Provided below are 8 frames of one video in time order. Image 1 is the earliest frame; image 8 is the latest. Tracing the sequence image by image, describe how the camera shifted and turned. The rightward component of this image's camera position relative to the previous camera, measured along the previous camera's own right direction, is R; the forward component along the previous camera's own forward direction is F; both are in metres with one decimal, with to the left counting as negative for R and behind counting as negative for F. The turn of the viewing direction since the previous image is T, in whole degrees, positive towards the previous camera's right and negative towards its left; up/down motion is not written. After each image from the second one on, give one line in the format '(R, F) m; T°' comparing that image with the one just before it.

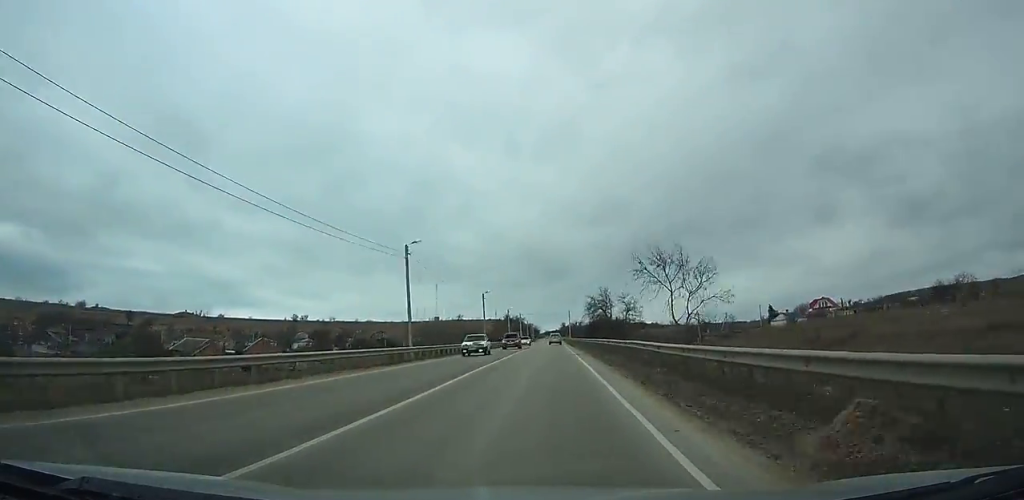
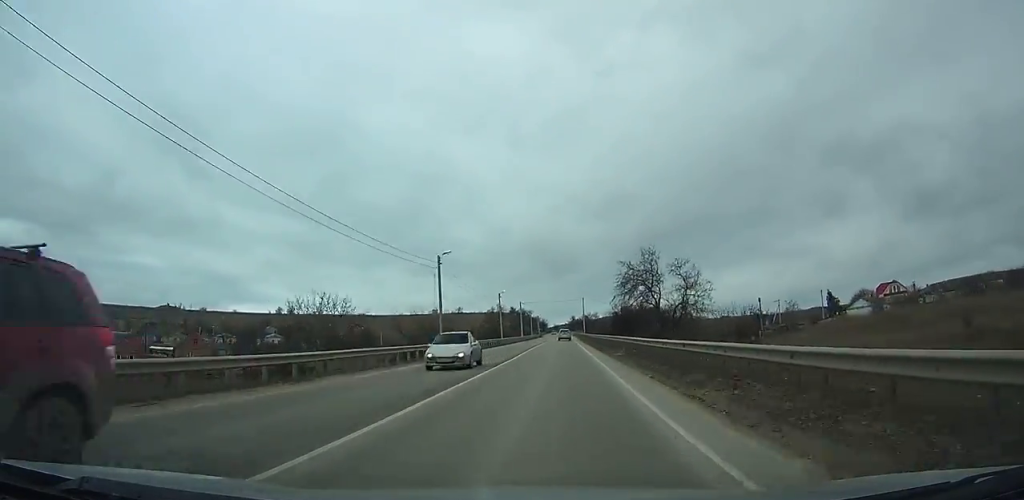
(-0.2, +34.9) m; 0°
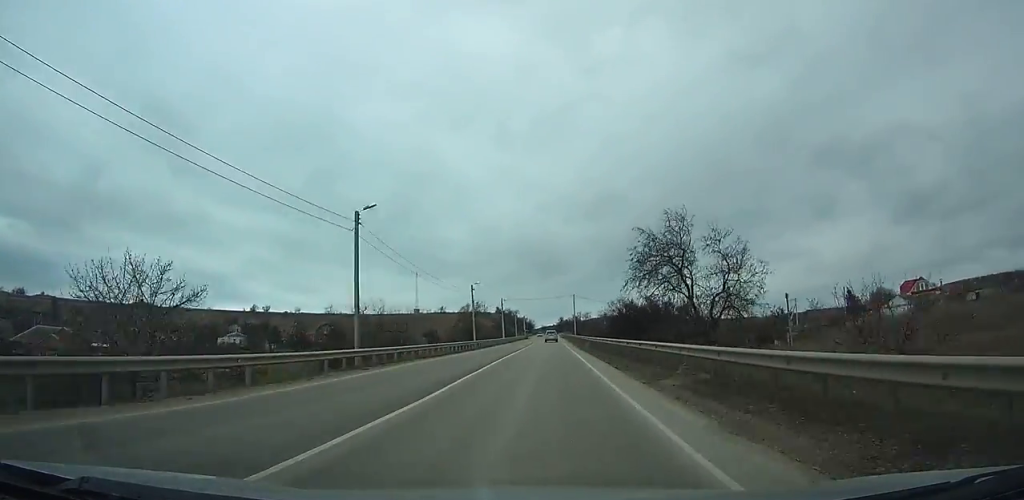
(+0.1, +16.6) m; 0°
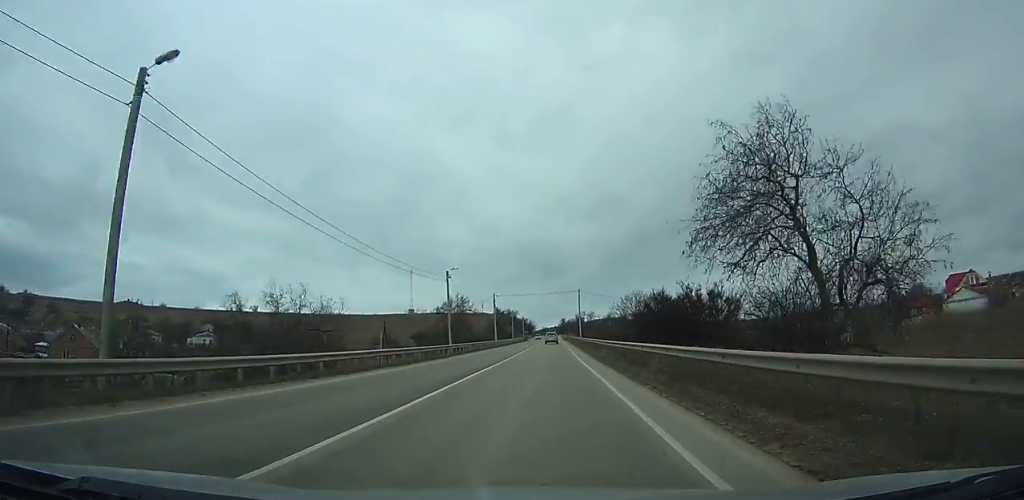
(0.0, +16.6) m; 0°
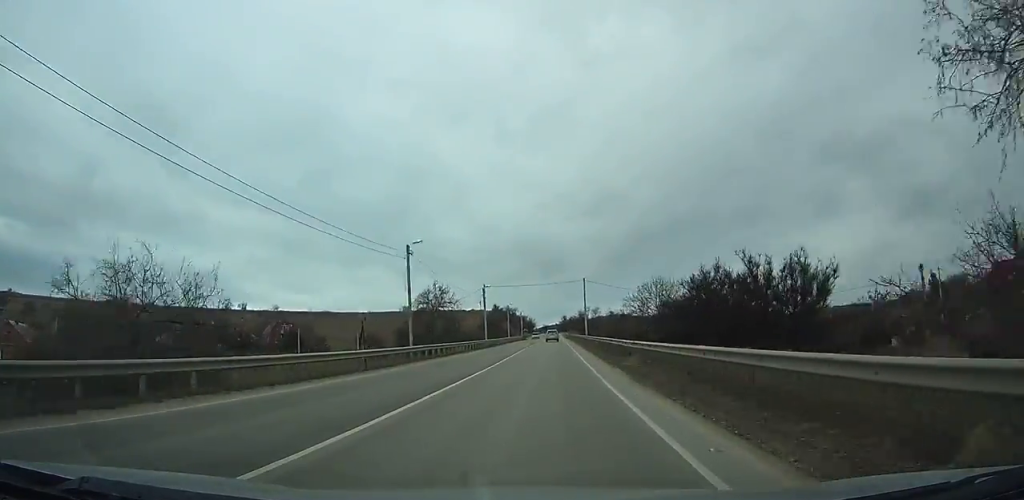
(0.0, +14.4) m; 0°
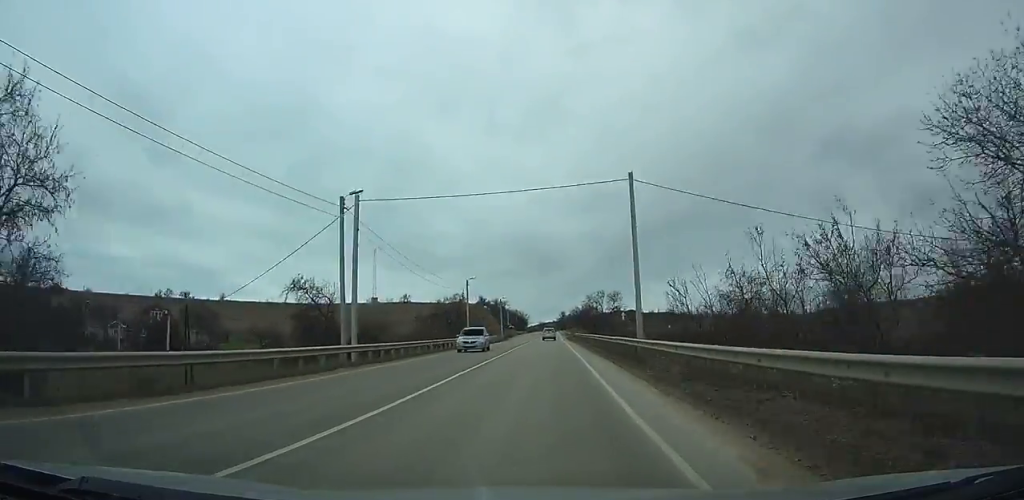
(+0.2, +50.8) m; 0°
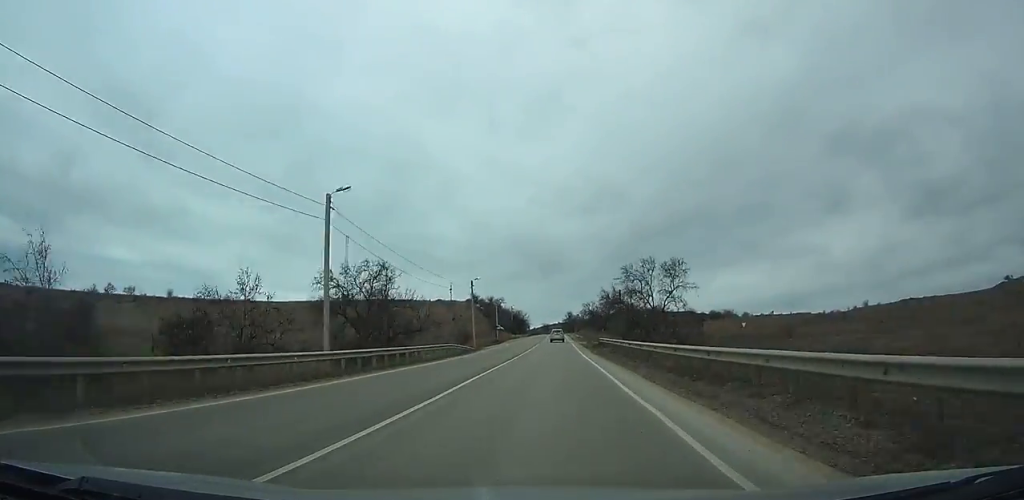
(+0.1, +42.4) m; 0°
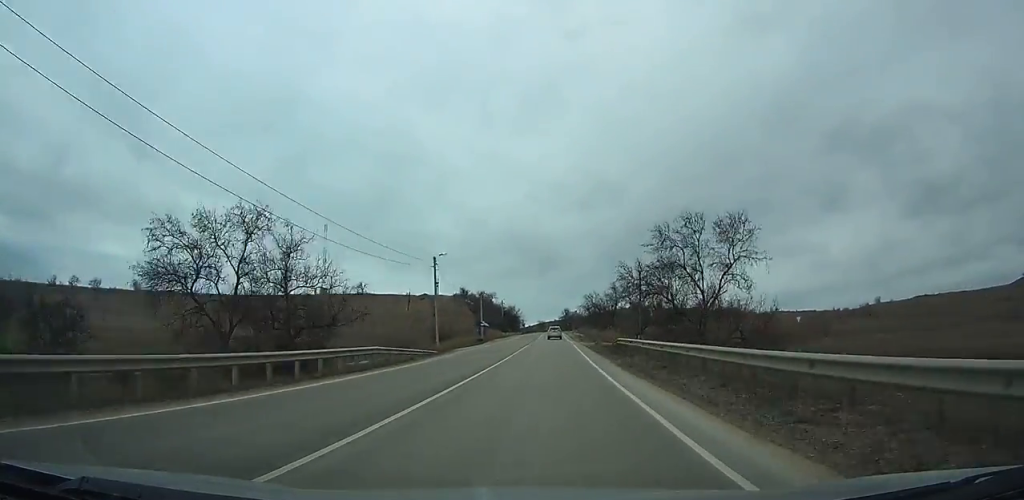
(-0.1, +18.1) m; 0°
